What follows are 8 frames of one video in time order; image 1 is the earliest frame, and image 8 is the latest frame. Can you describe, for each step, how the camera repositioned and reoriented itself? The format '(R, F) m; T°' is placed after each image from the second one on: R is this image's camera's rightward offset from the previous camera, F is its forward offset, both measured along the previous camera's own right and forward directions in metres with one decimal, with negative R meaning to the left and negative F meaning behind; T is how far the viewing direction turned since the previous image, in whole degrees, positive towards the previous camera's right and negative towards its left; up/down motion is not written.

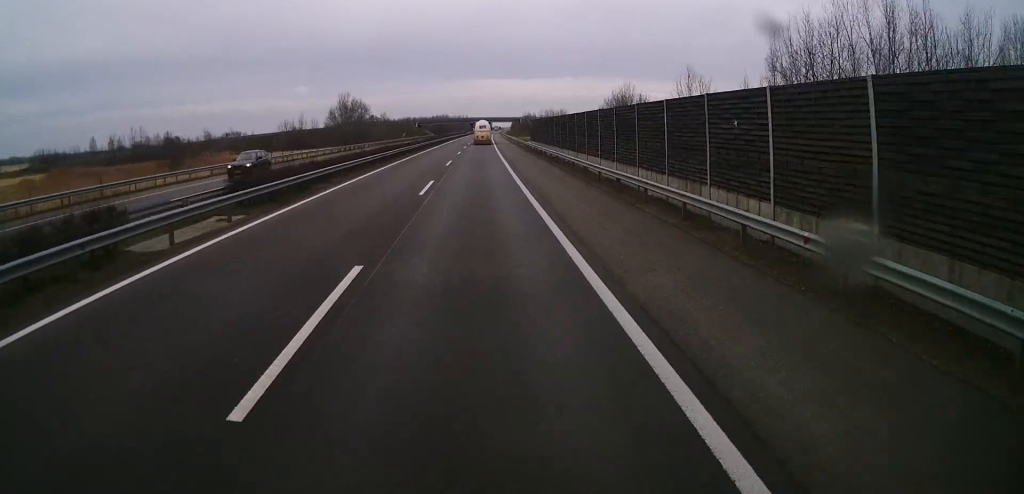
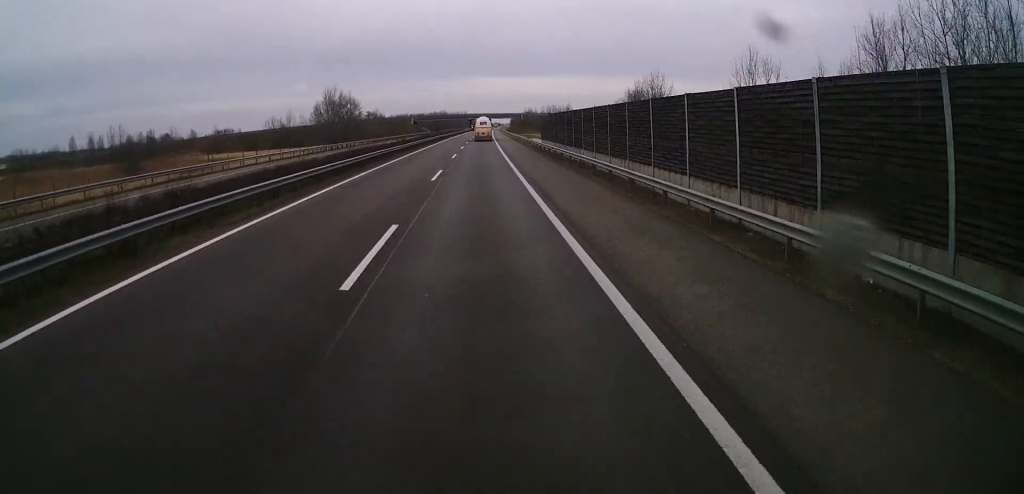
(0.0, +13.8) m; 0°
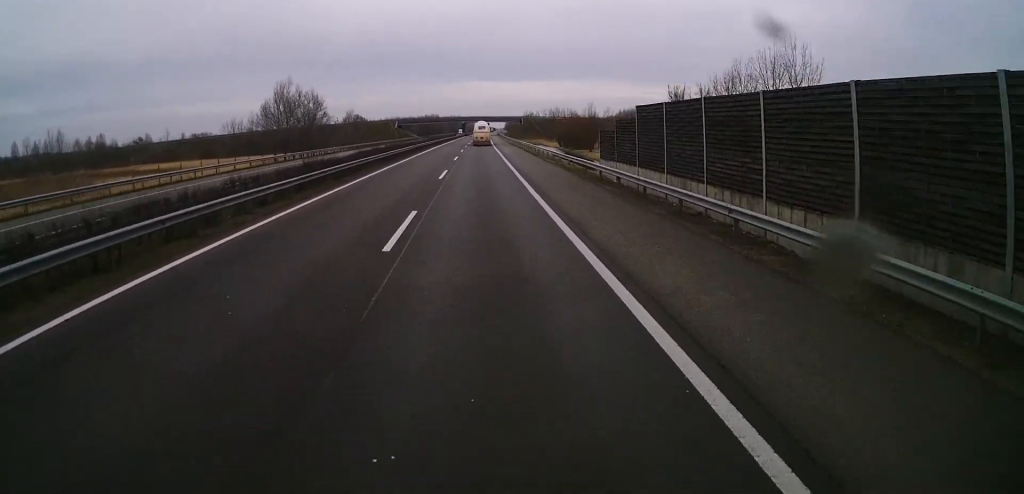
(+0.1, +33.0) m; 0°
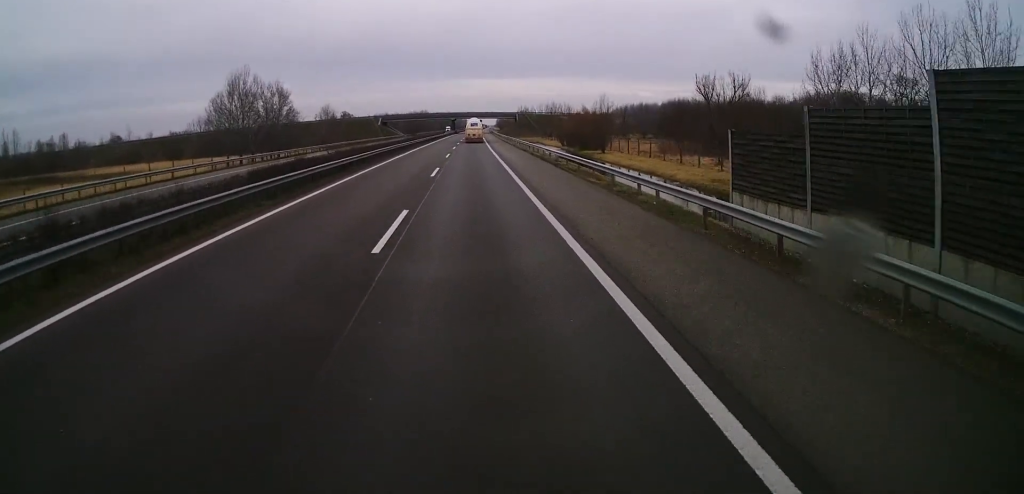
(-0.1, +18.5) m; 0°
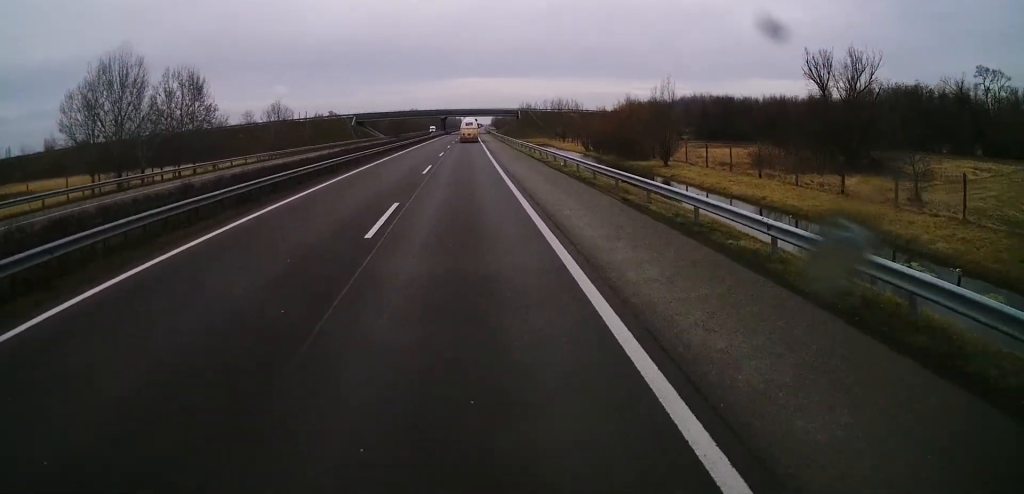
(-0.2, +34.6) m; 0°
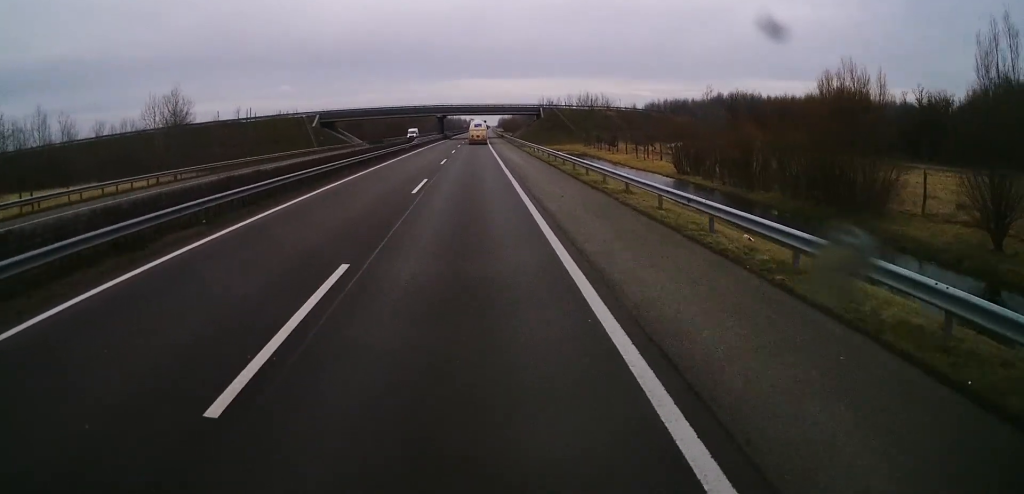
(+1.0, +44.6) m; +1°
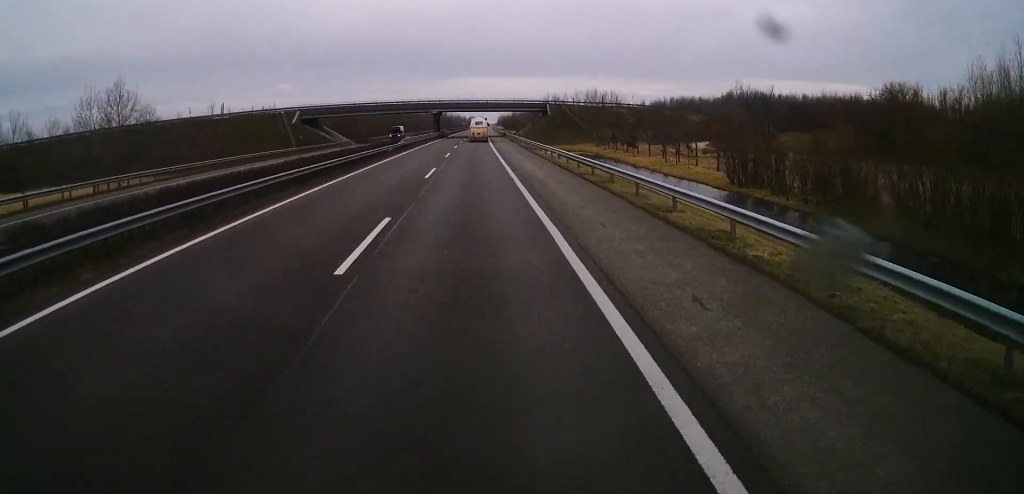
(0.0, +13.0) m; 0°
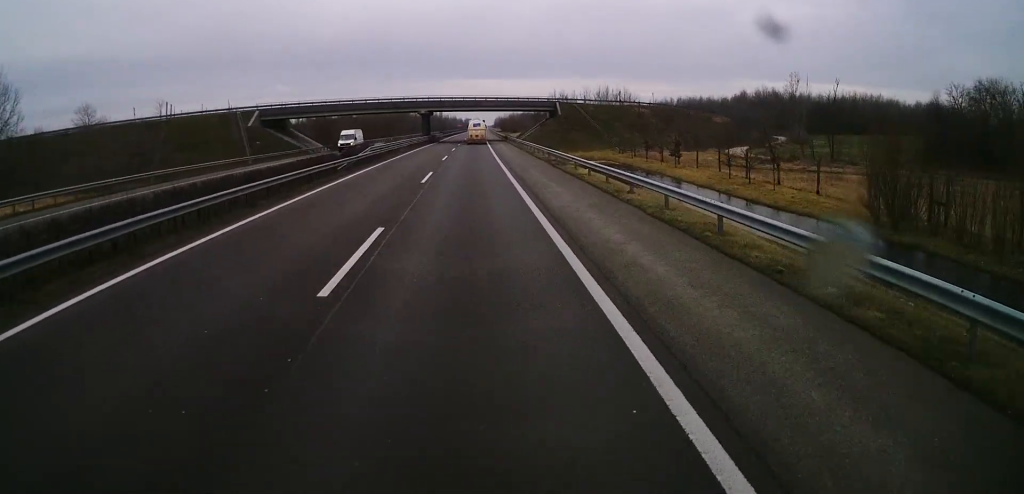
(-0.1, +19.2) m; 0°
